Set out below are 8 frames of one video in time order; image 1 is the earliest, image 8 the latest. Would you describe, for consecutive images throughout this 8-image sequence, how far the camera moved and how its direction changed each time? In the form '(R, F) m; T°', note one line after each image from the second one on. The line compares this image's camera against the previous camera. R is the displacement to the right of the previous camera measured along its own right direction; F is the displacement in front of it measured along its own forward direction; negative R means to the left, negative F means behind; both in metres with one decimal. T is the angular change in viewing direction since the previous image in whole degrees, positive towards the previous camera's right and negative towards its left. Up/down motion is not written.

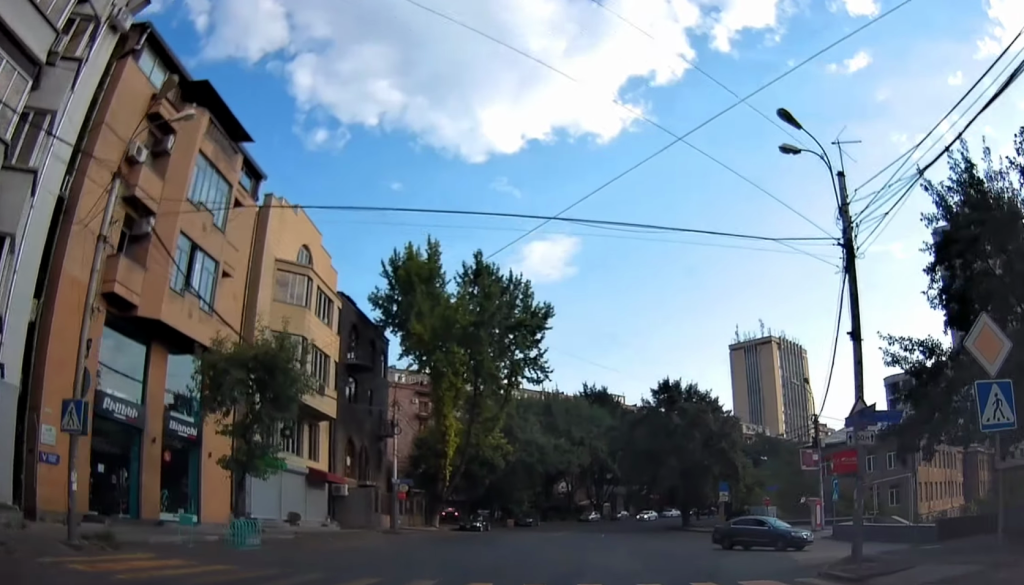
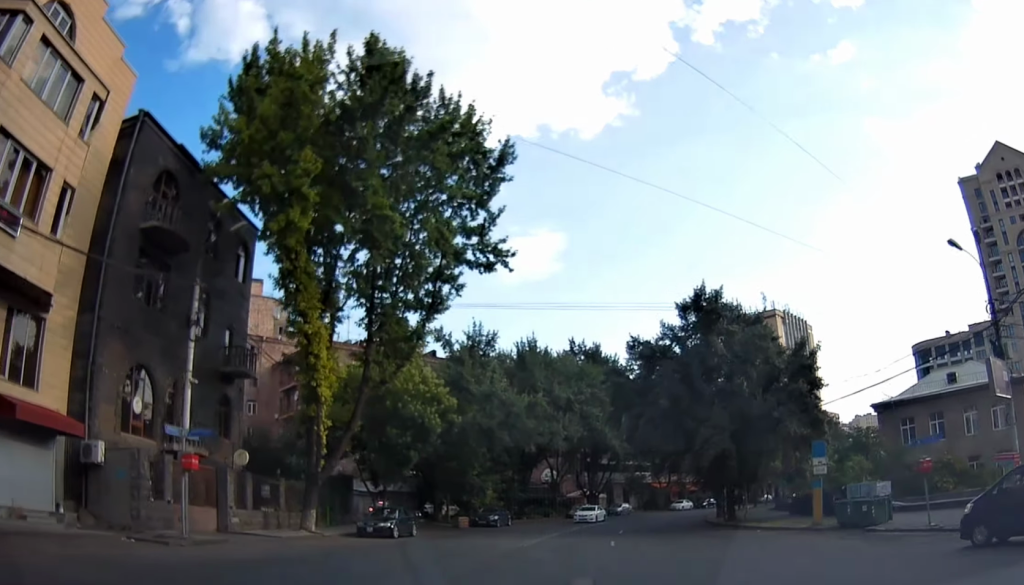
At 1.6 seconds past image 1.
(+0.1, +23.4) m; +1°
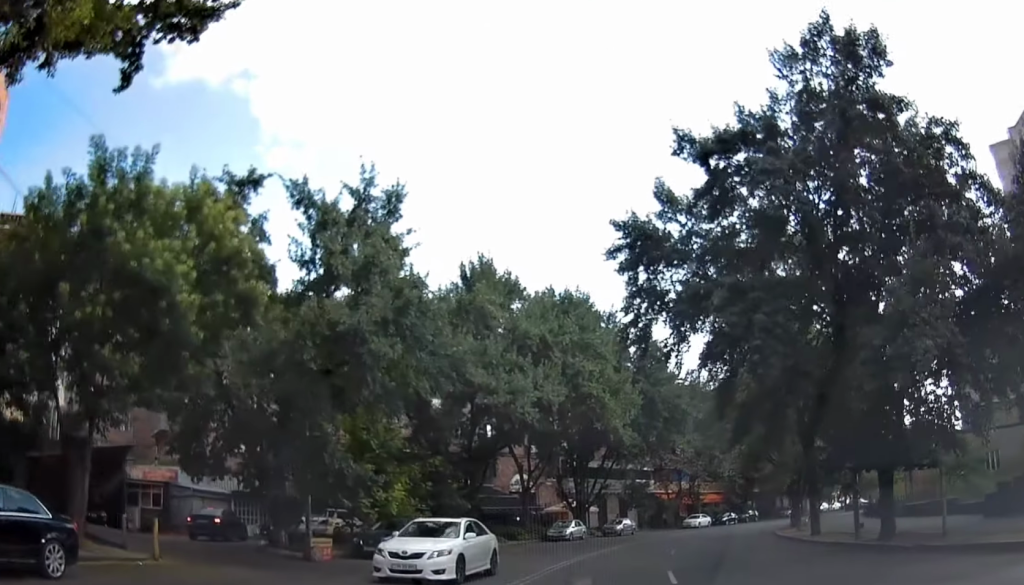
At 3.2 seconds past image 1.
(+1.1, +23.9) m; +4°
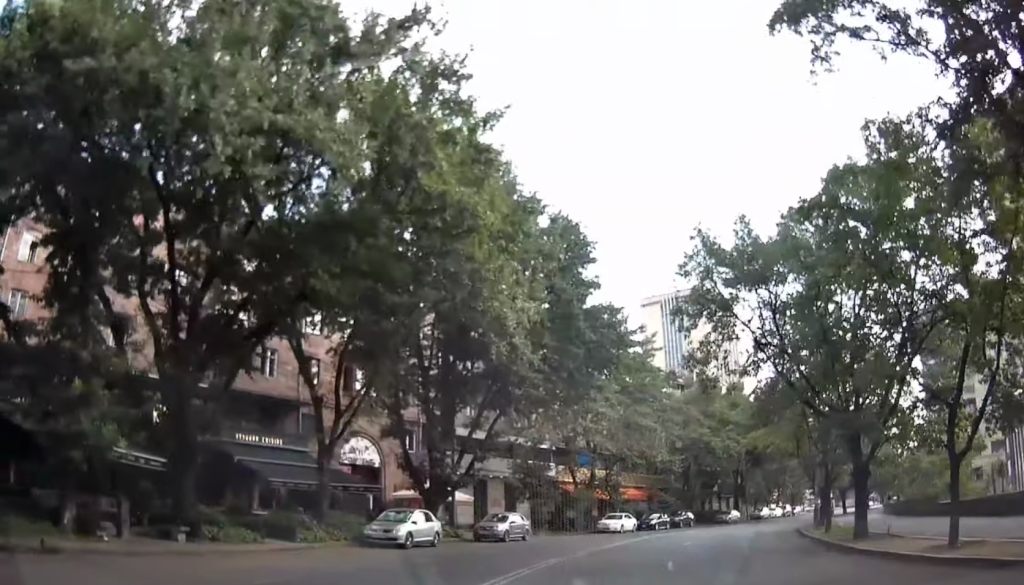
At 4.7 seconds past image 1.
(+1.2, +22.8) m; +9°
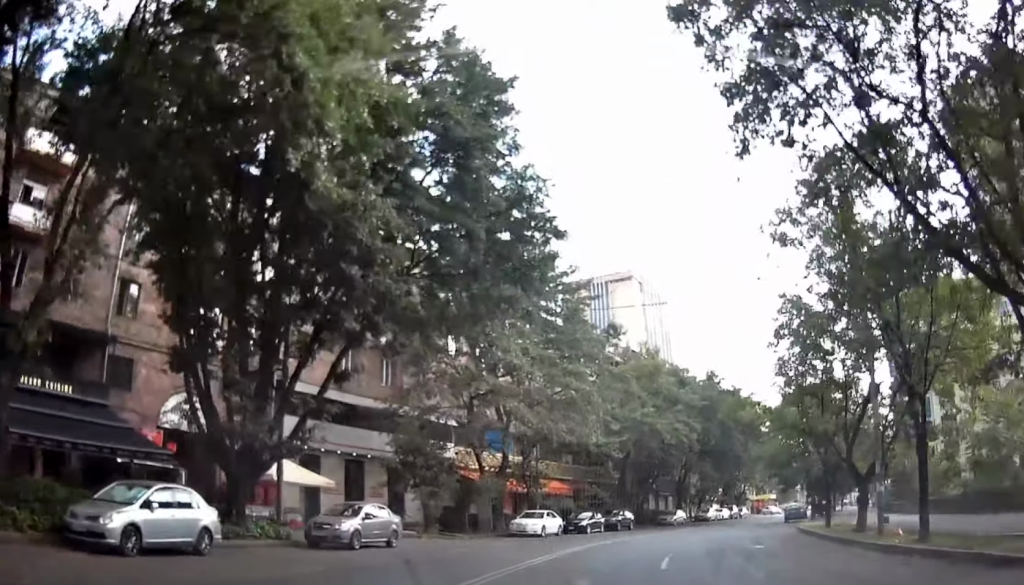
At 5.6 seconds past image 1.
(+1.0, +13.3) m; +6°
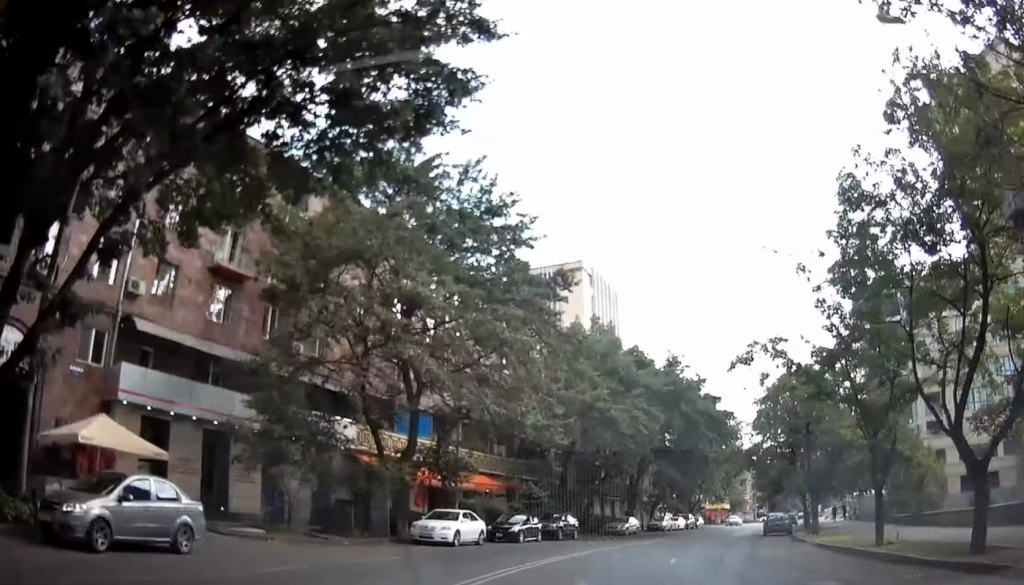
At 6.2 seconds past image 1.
(0.0, +10.1) m; +4°
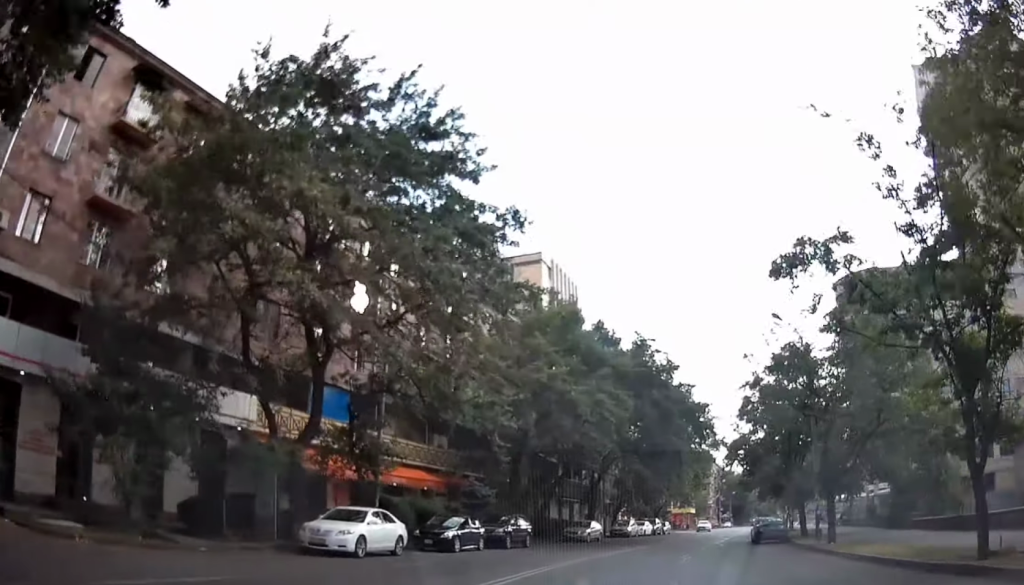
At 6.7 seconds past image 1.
(+0.4, +7.2) m; +3°
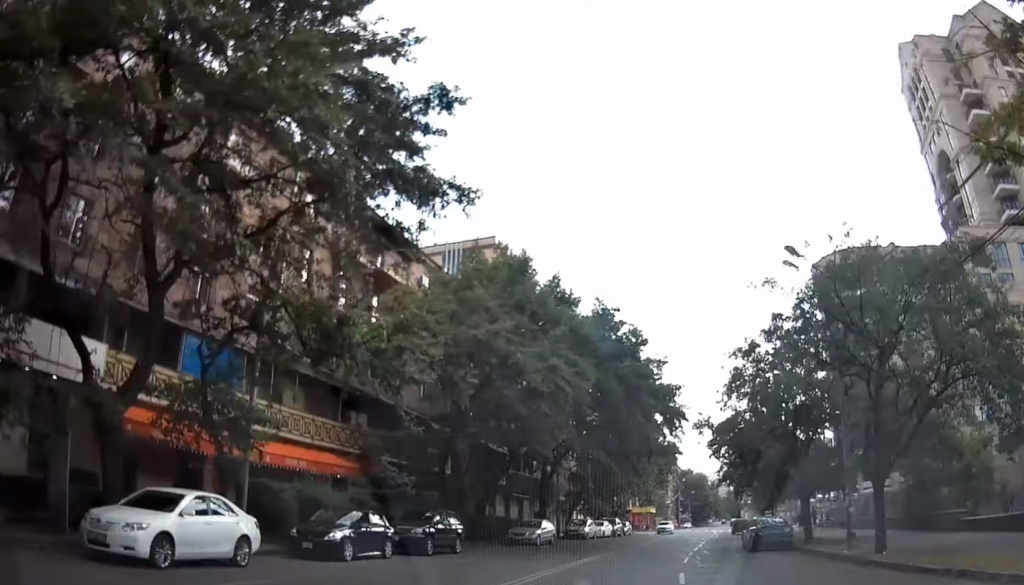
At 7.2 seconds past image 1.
(+0.5, +8.0) m; +4°
